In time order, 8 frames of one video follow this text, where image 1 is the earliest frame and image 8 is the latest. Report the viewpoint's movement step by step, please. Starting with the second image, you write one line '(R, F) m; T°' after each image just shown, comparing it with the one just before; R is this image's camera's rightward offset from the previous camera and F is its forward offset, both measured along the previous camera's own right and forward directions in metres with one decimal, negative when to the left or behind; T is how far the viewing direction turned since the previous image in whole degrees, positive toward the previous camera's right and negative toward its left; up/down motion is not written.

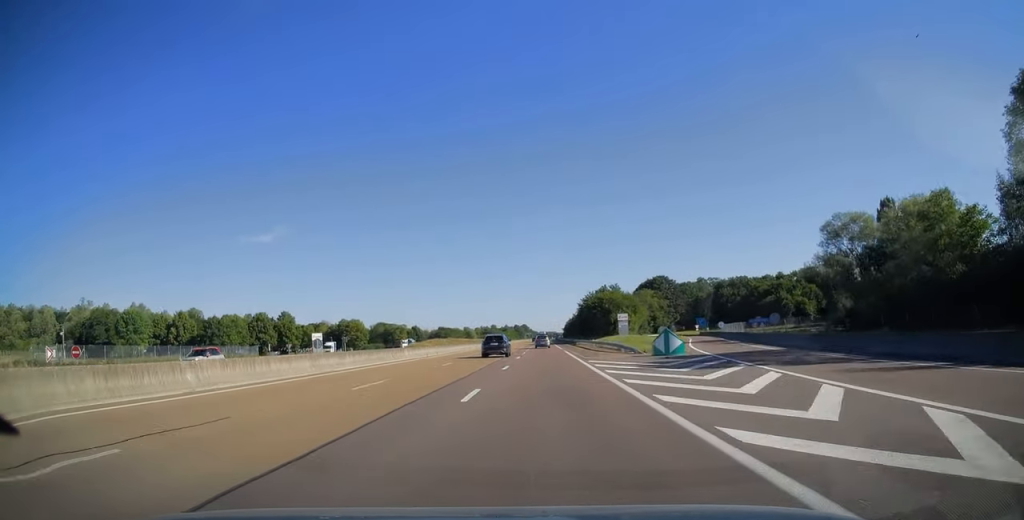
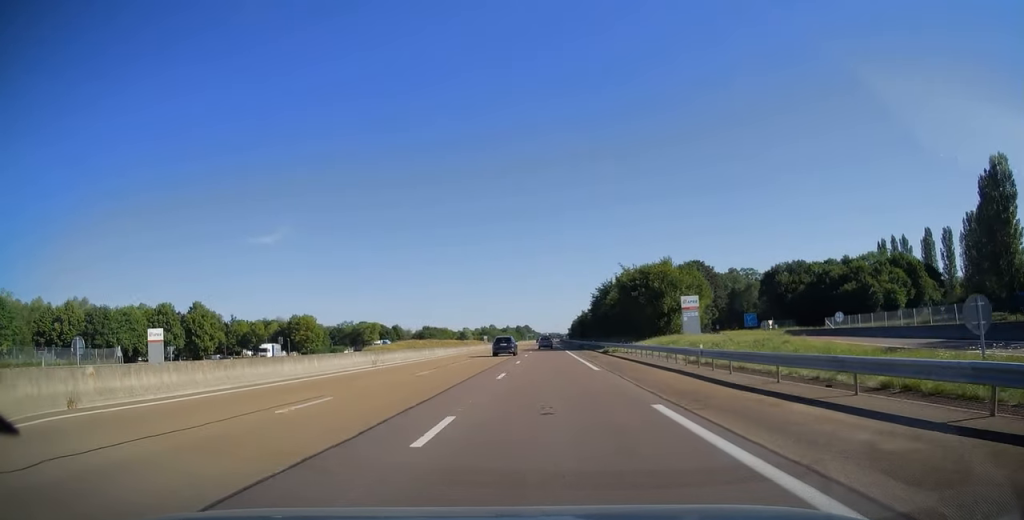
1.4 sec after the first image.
(-0.2, +44.5) m; 0°
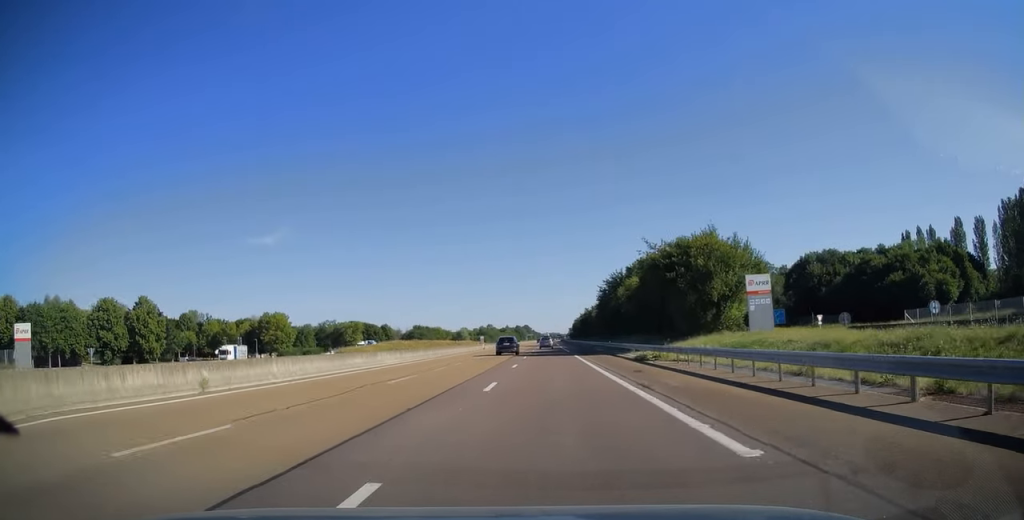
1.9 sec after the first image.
(+0.1, +18.1) m; 0°
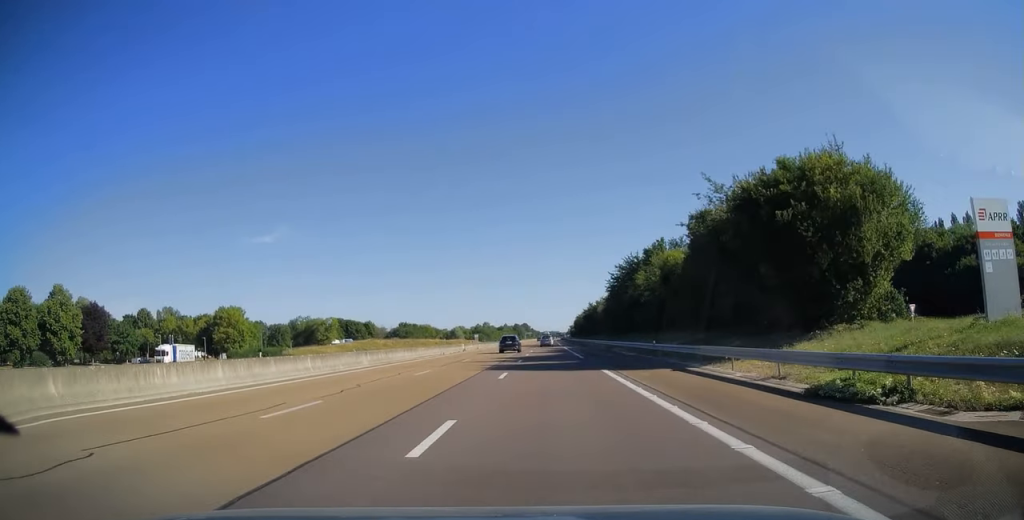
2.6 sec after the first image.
(0.0, +21.8) m; 0°
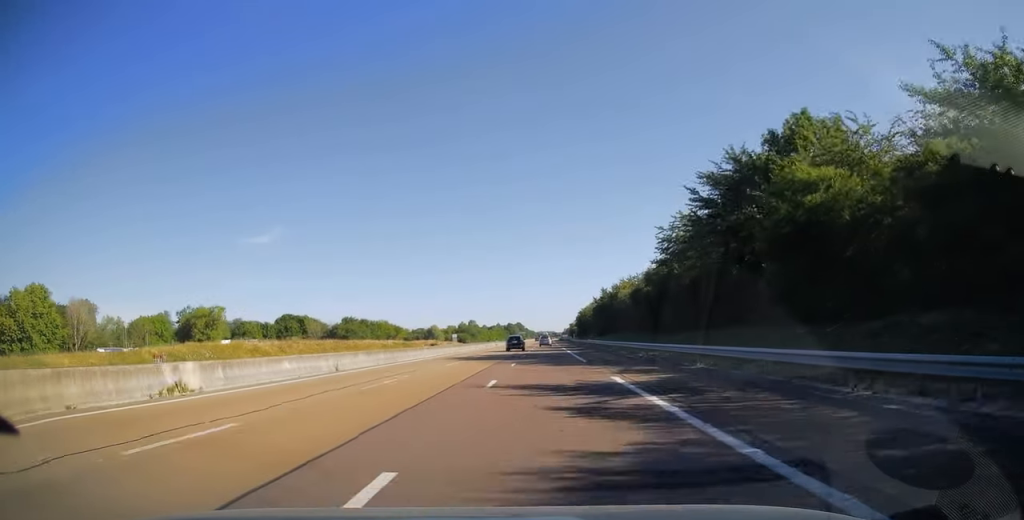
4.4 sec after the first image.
(-0.1, +55.9) m; 0°
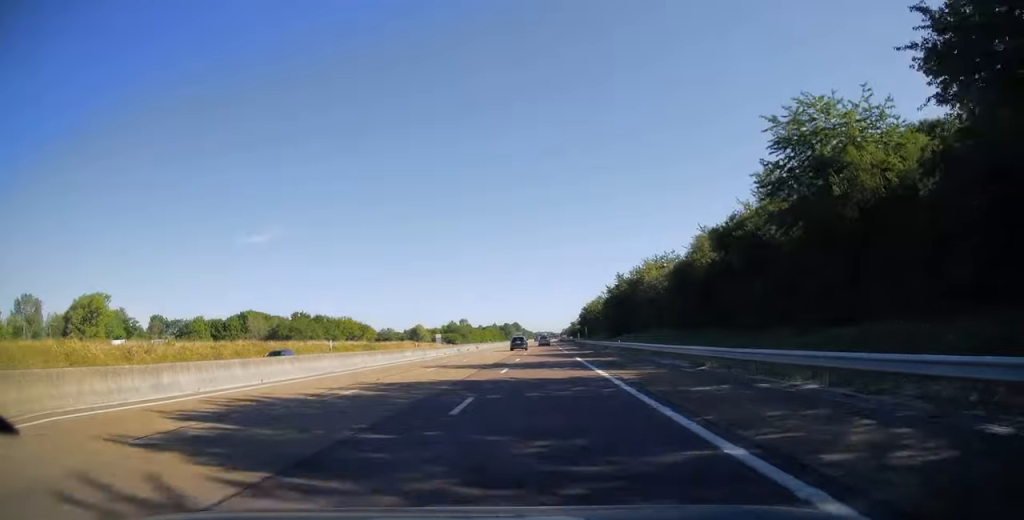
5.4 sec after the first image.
(+0.1, +31.3) m; 0°
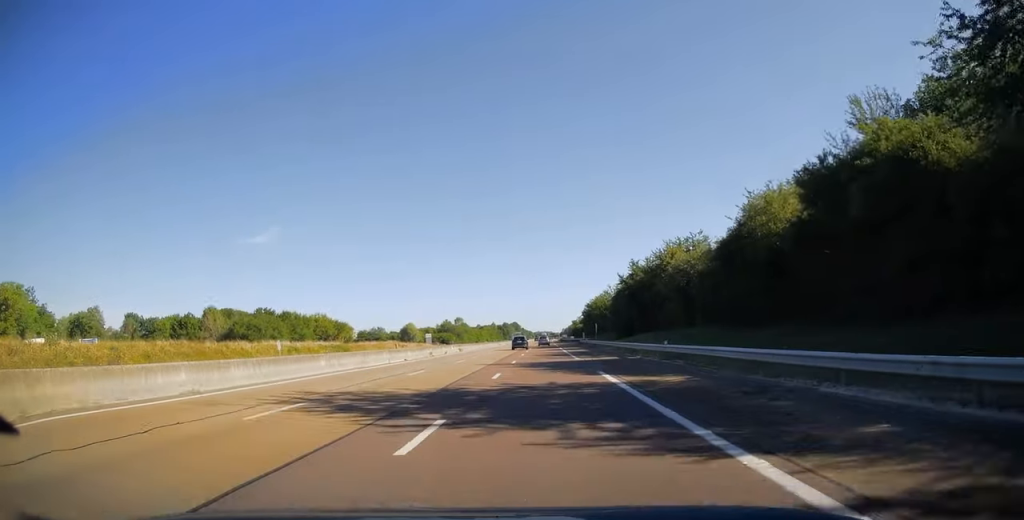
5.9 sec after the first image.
(0.0, +16.8) m; 0°
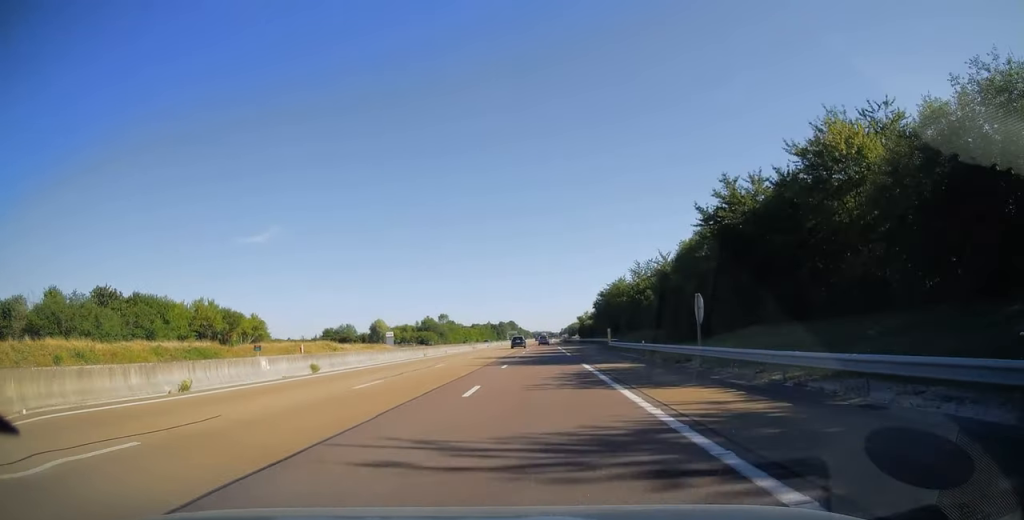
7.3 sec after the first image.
(+0.2, +45.2) m; 0°
